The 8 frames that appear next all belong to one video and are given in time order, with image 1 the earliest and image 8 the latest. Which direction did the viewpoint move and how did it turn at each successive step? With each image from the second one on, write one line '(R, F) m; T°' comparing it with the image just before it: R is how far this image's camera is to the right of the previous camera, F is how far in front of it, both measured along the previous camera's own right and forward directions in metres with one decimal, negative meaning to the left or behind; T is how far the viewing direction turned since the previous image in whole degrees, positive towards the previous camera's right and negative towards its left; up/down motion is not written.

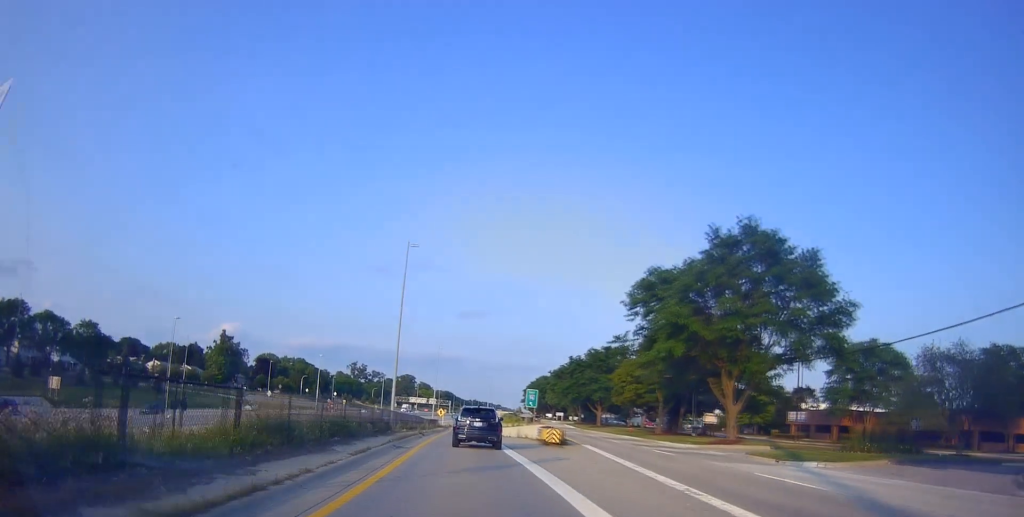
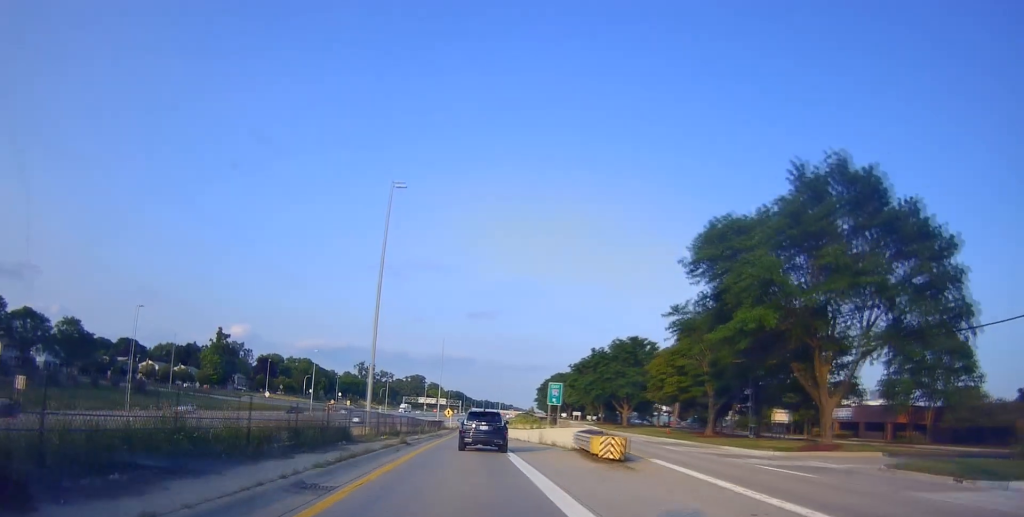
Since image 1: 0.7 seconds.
(0.0, +10.9) m; 0°
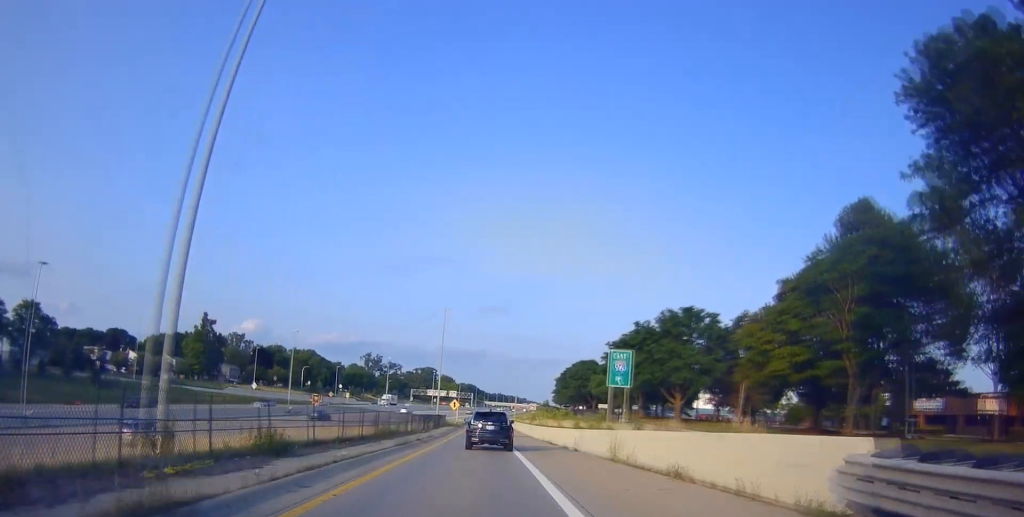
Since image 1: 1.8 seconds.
(+0.1, +19.0) m; 0°
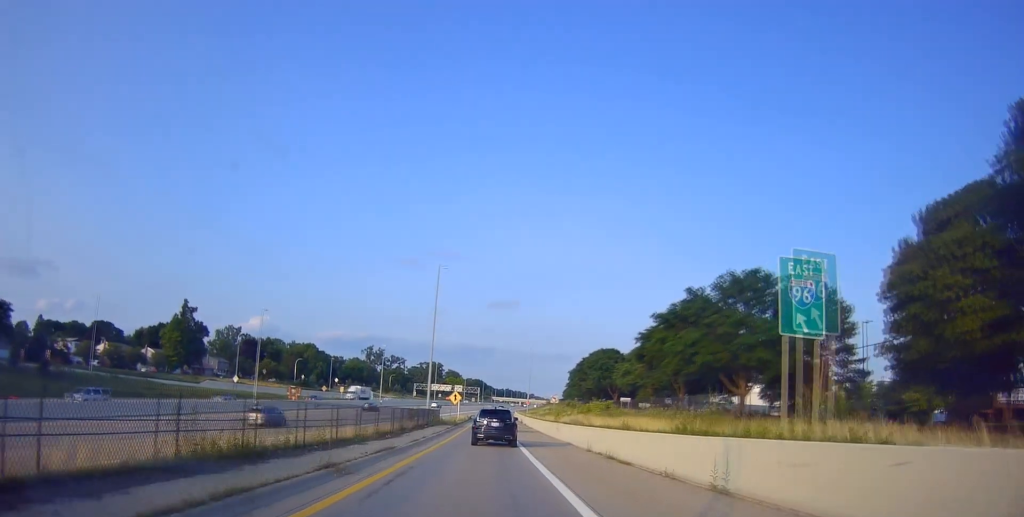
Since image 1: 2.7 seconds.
(-0.1, +15.9) m; -3°
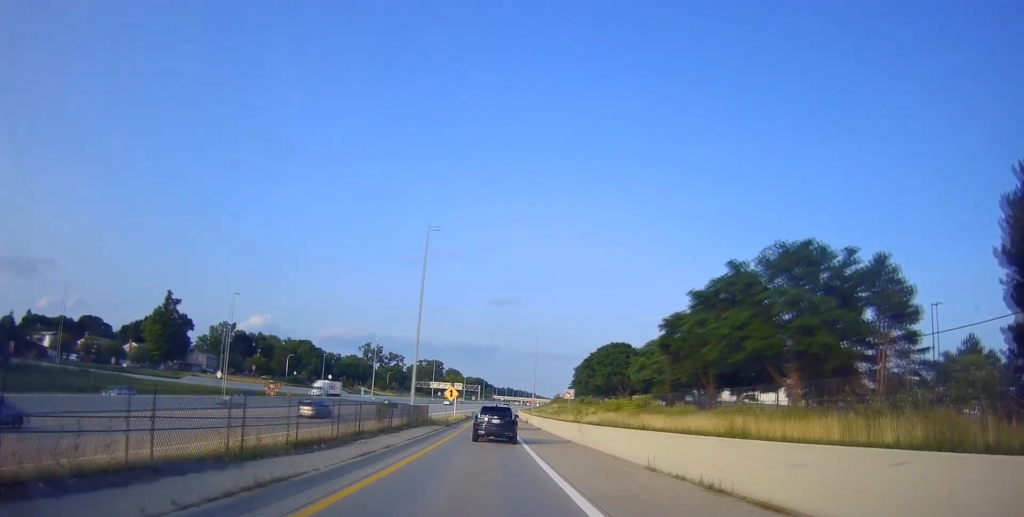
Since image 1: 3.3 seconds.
(-0.2, +9.3) m; -1°
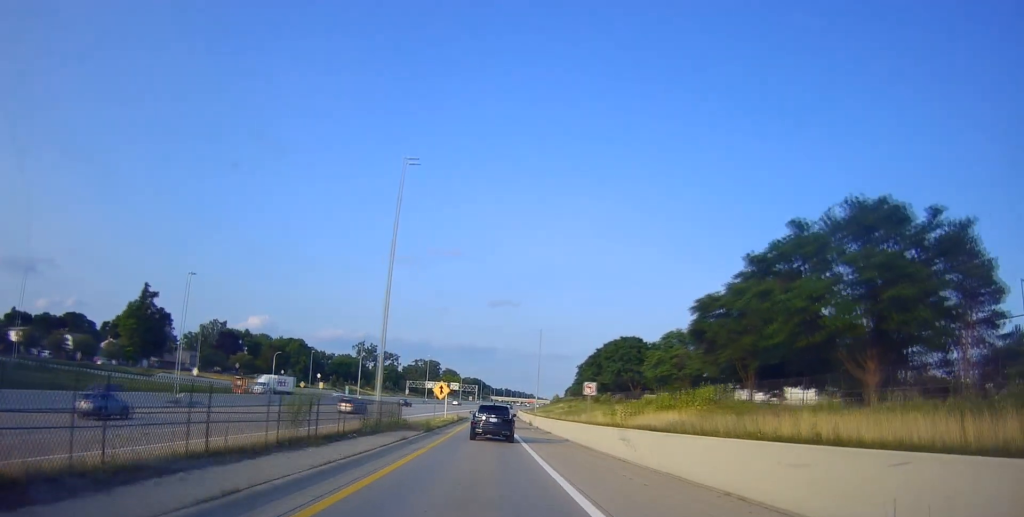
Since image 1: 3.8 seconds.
(-0.6, +10.0) m; 0°
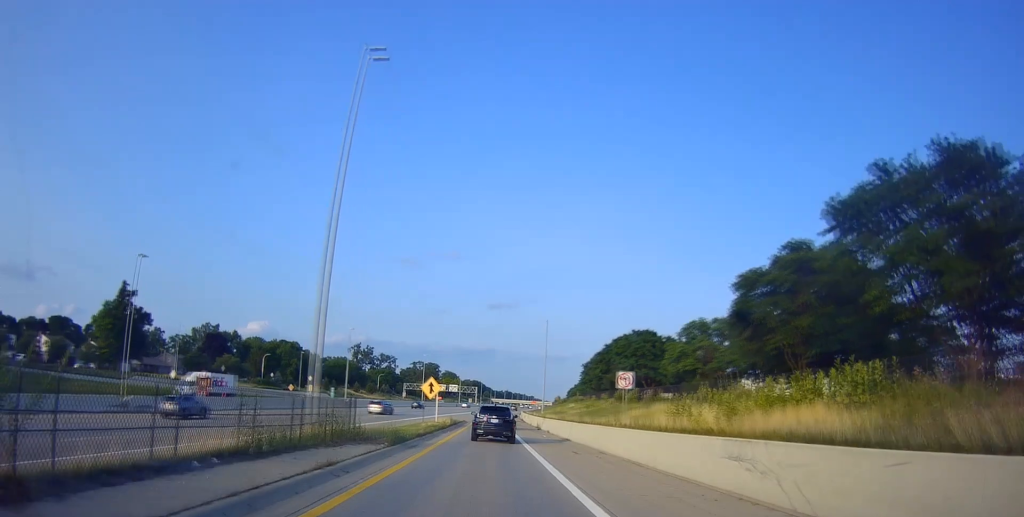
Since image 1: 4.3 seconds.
(+0.3, +9.0) m; 0°
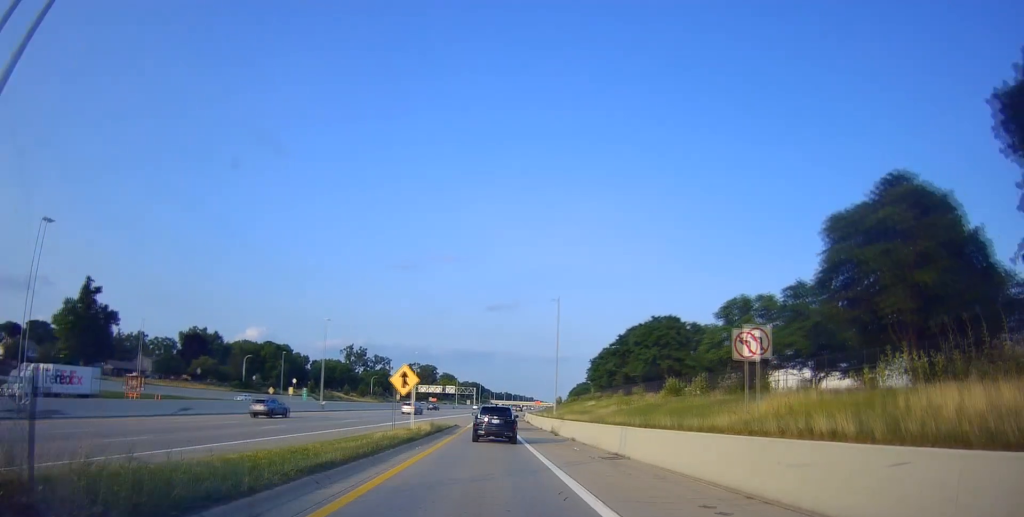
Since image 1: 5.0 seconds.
(+0.6, +12.9) m; 0°
